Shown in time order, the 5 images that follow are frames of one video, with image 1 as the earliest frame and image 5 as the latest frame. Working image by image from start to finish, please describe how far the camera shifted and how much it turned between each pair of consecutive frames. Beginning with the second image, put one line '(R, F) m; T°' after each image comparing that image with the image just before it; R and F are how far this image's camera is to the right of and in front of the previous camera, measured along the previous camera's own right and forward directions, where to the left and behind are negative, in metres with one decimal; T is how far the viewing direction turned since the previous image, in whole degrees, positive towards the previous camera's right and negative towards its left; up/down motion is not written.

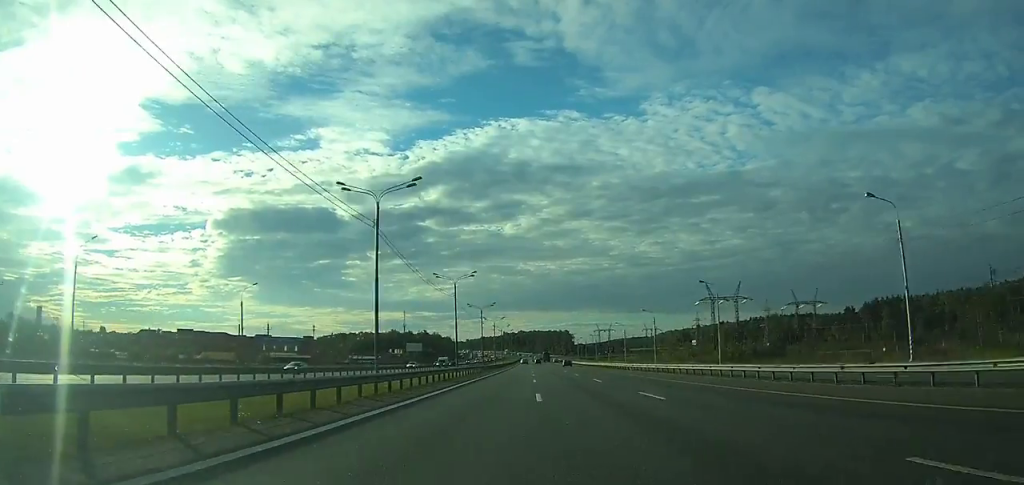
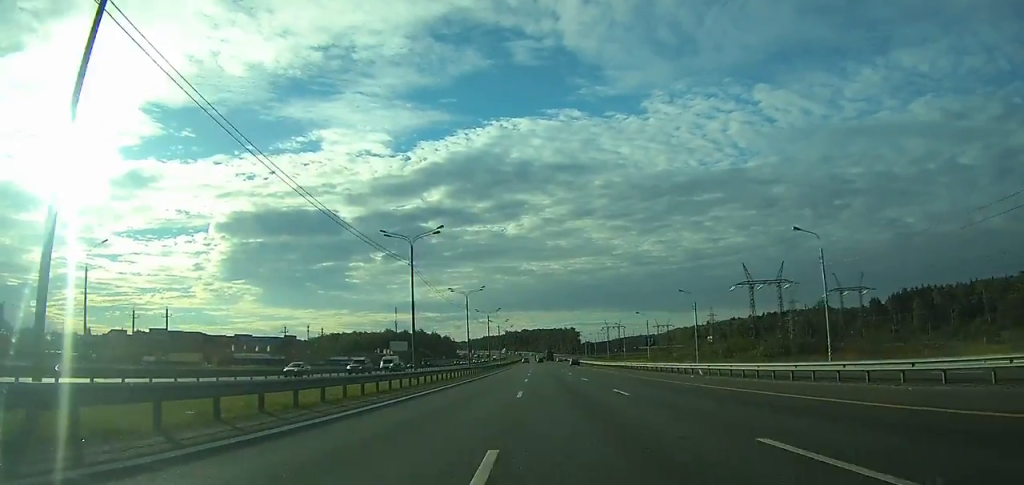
(+0.1, +30.3) m; 0°
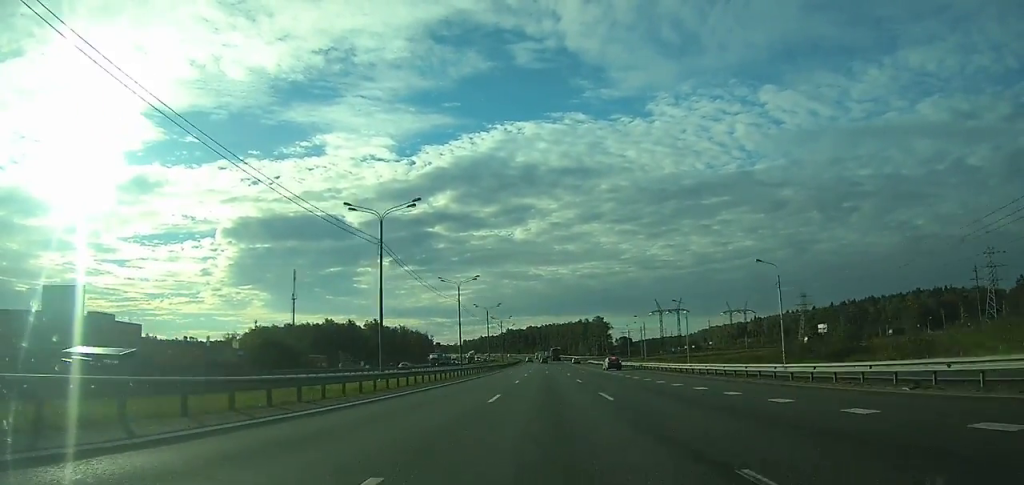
(-0.9, +147.5) m; -1°
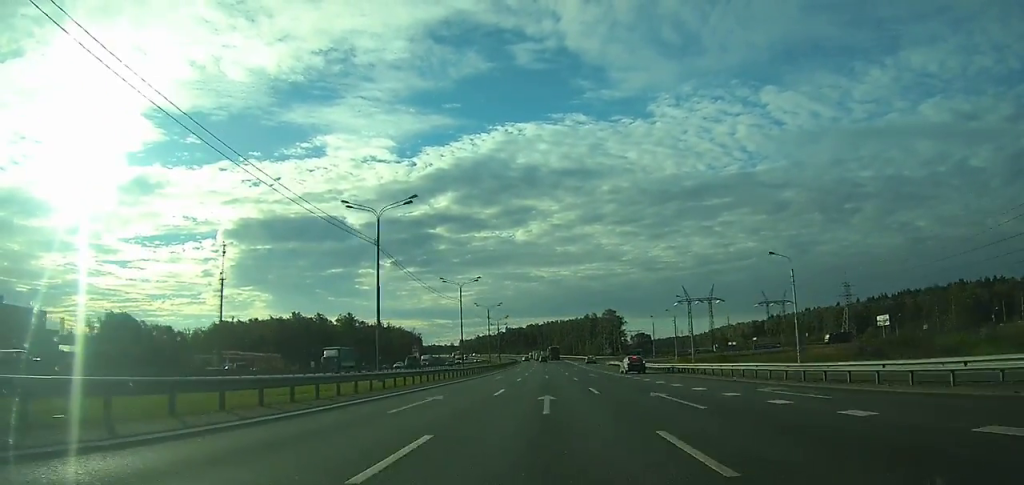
(0.0, +42.2) m; 0°
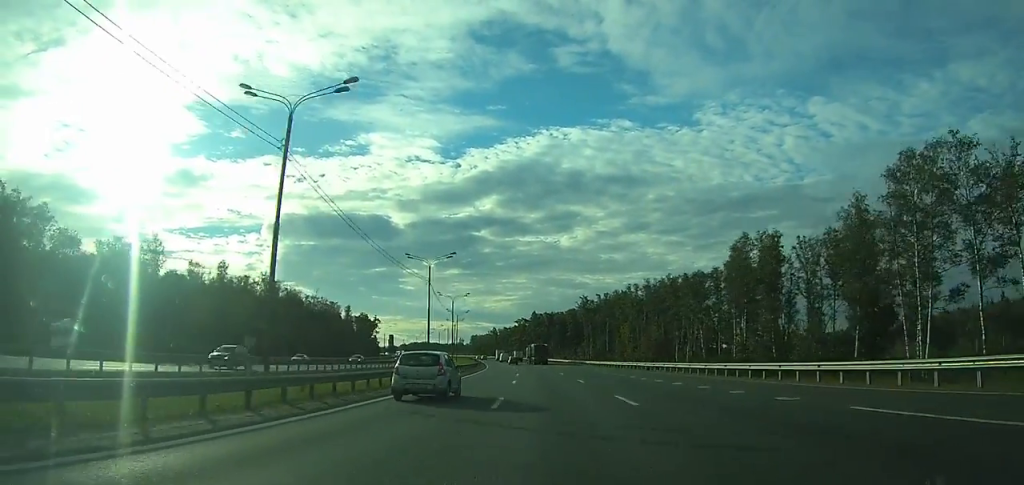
(-5.3, +196.2) m; -4°
